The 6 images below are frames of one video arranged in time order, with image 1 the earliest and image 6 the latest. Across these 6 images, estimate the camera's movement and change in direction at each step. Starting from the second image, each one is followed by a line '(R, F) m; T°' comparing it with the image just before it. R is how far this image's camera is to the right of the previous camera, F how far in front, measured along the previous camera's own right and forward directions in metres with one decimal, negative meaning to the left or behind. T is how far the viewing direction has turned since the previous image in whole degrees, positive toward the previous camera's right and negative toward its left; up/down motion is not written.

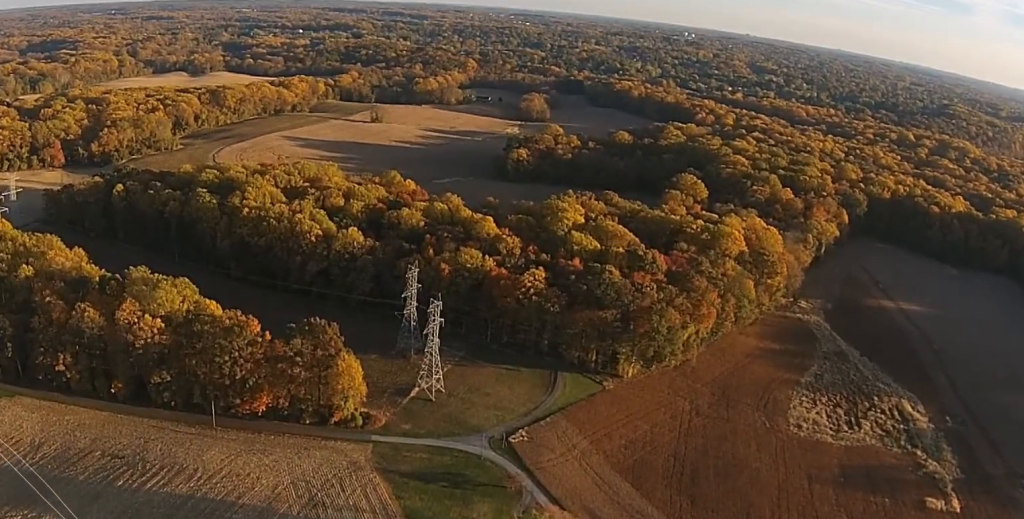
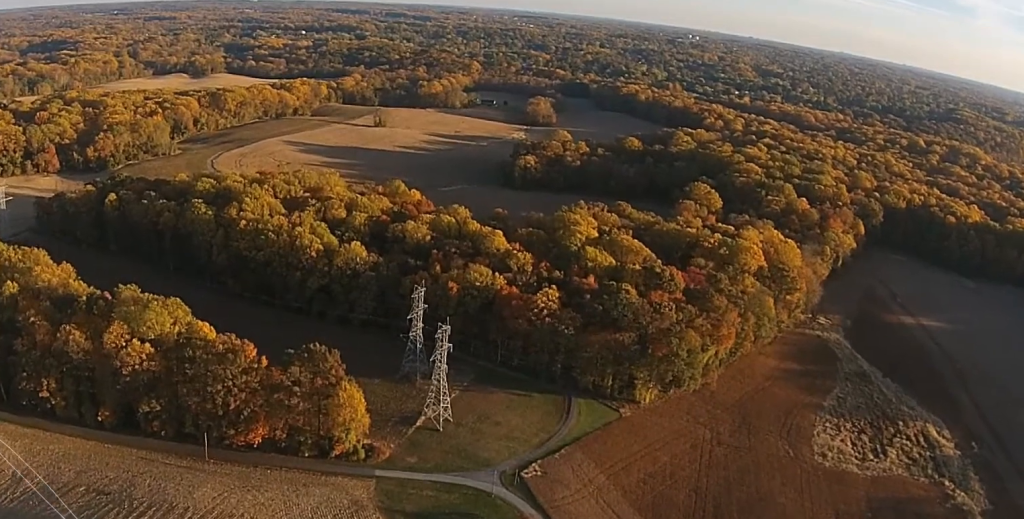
(-0.2, +18.3) m; -1°
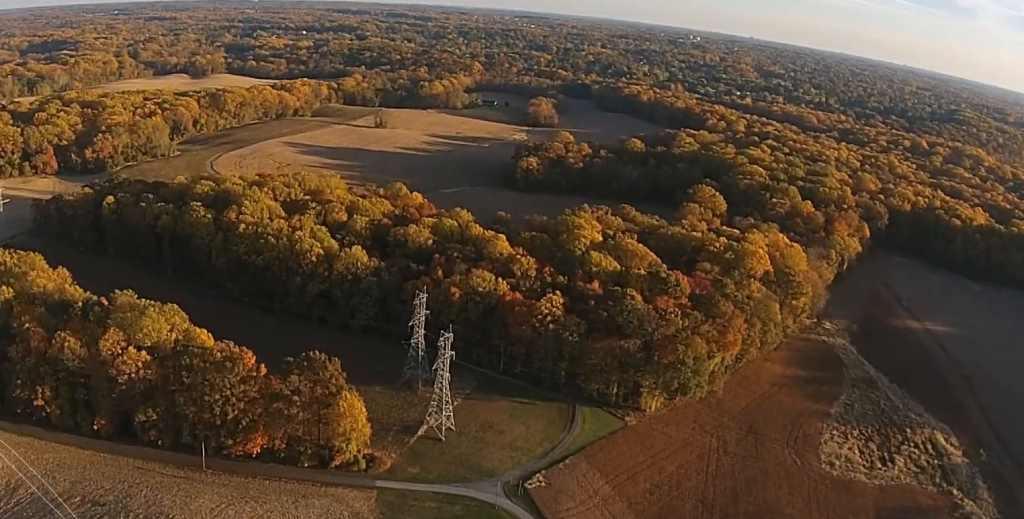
(0.0, +5.5) m; 0°
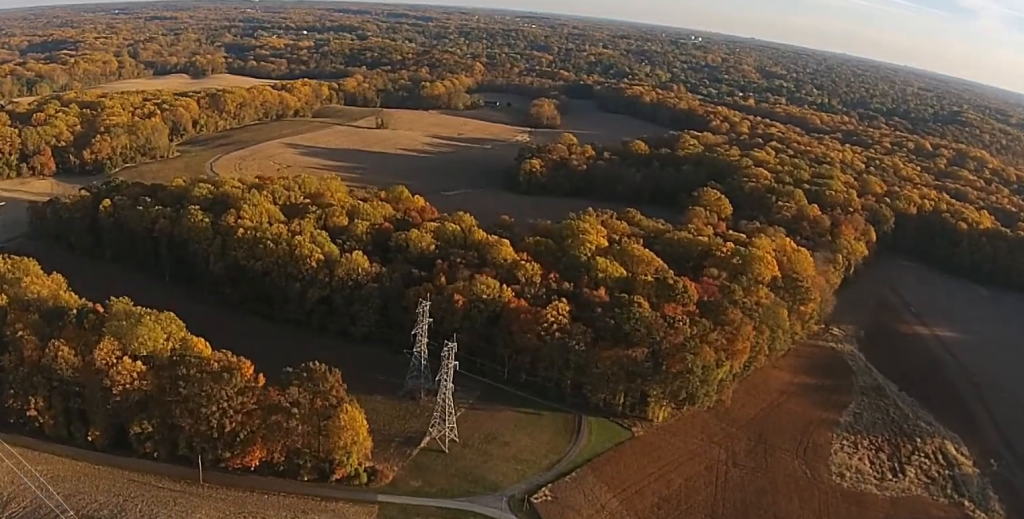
(0.0, +7.3) m; 0°
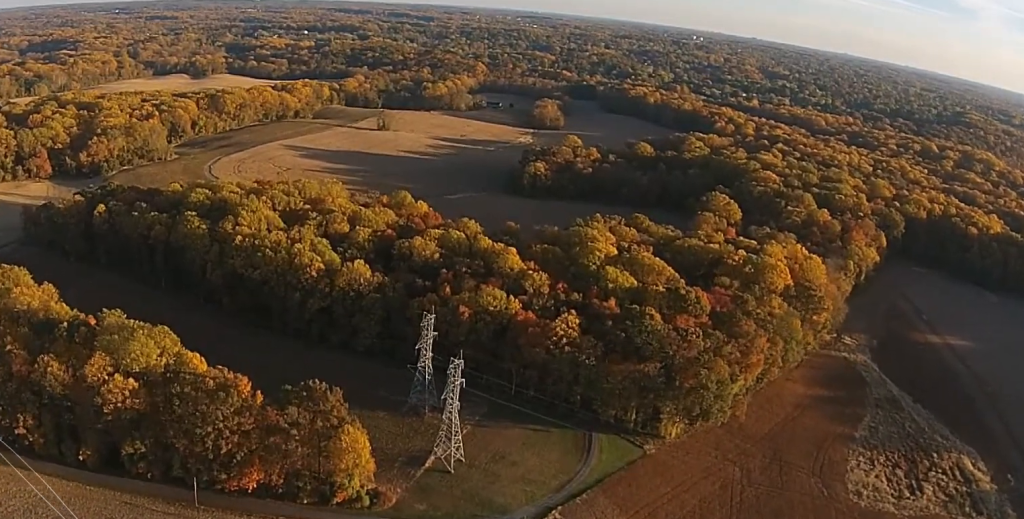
(-0.1, +11.7) m; -2°
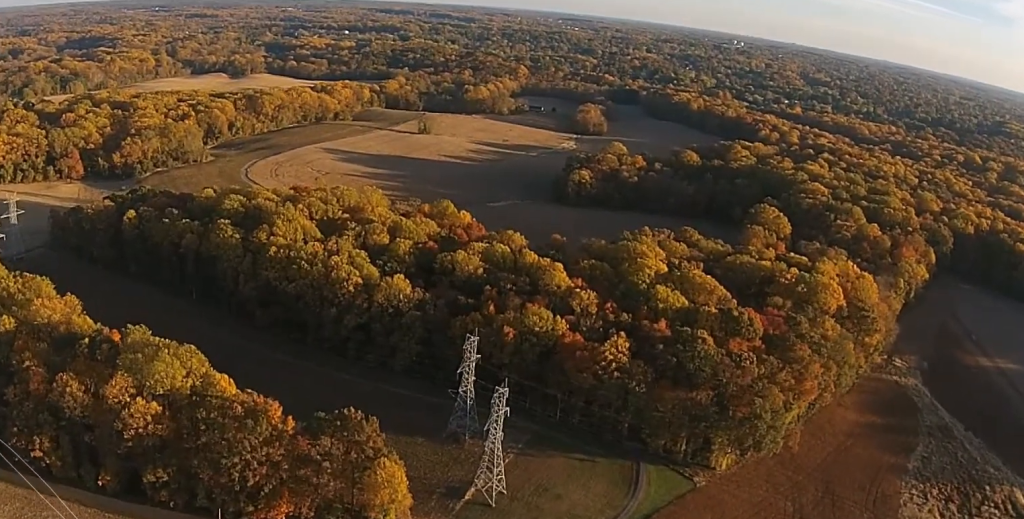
(-0.4, +15.6) m; -3°
